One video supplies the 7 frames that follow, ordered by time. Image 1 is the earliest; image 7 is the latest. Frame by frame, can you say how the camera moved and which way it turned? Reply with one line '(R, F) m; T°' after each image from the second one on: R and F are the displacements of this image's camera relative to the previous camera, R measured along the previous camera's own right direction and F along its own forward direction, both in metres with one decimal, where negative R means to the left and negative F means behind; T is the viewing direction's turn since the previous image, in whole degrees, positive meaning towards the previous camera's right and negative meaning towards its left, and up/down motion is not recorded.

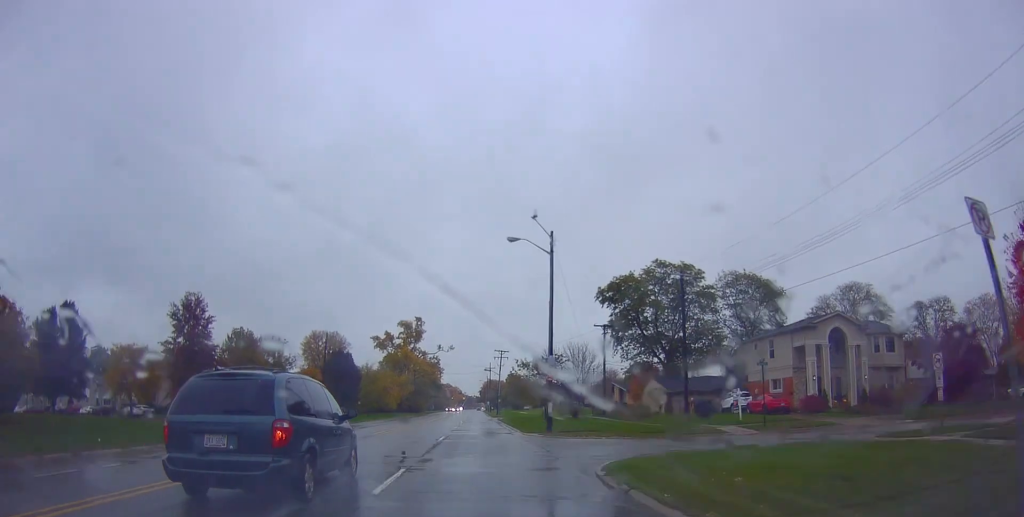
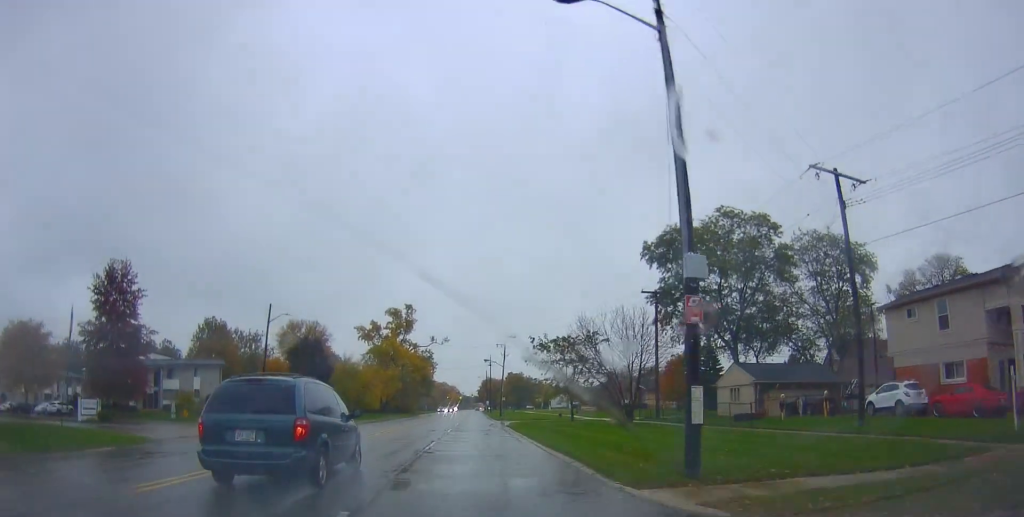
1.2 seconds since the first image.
(+0.2, +20.6) m; -1°
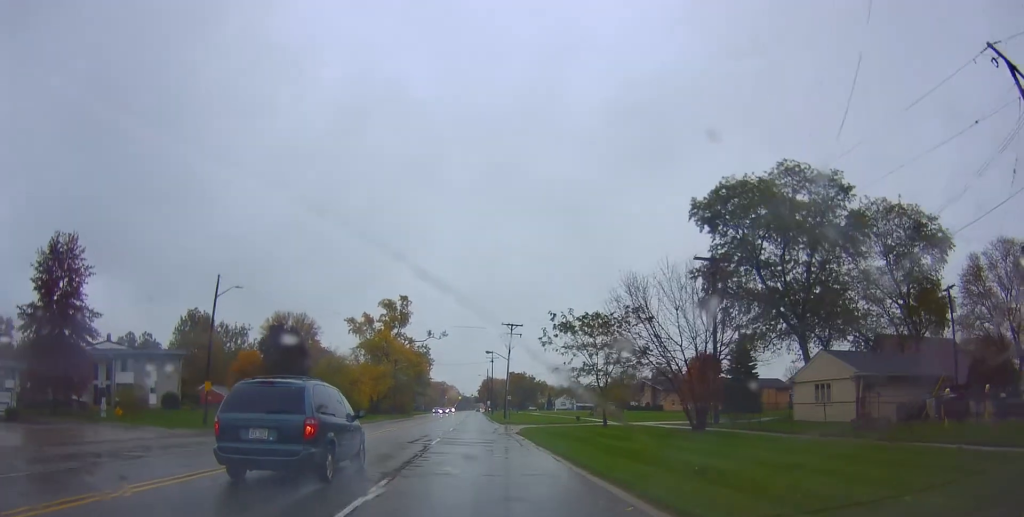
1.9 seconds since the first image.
(-0.4, +11.8) m; +1°
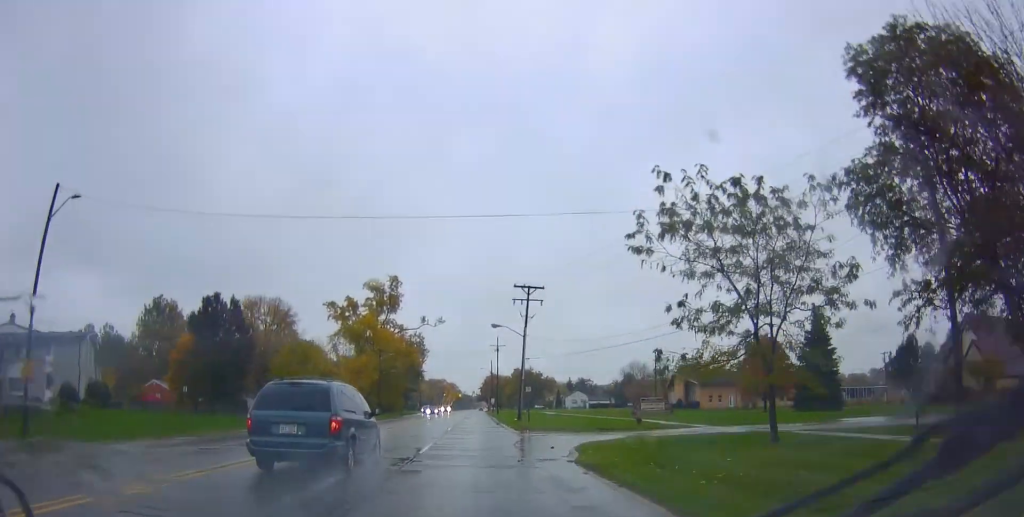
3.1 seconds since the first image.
(+0.8, +20.1) m; +1°
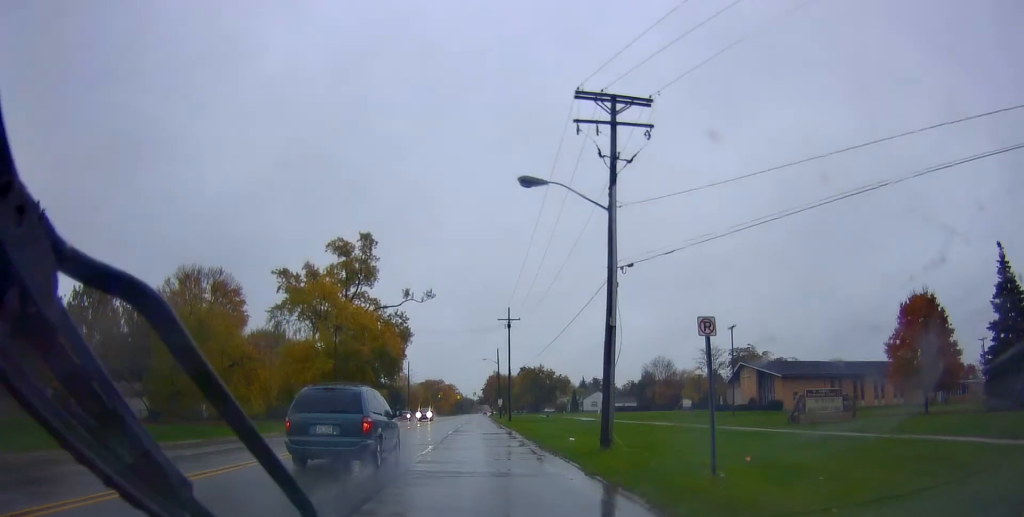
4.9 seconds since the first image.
(-0.9, +30.1) m; -1°
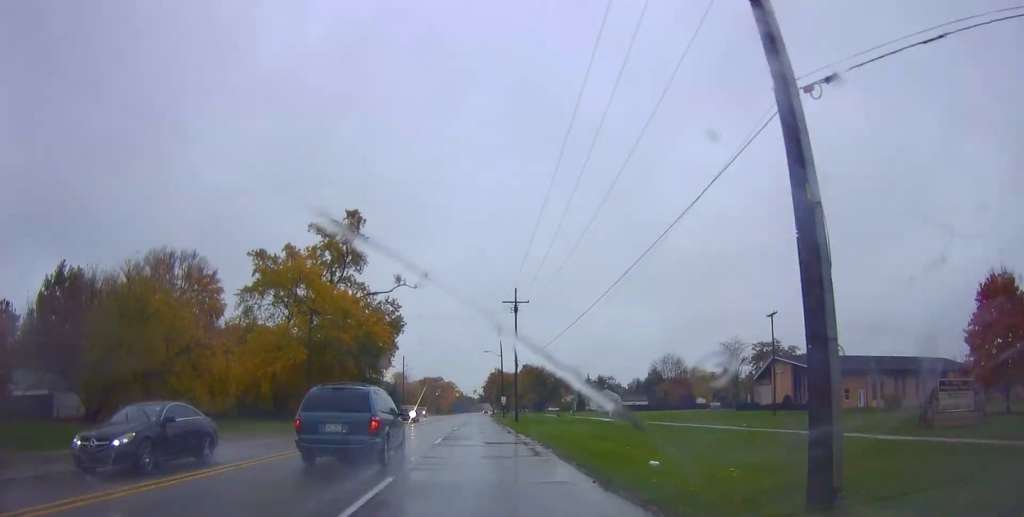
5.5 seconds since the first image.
(+0.1, +10.1) m; 0°
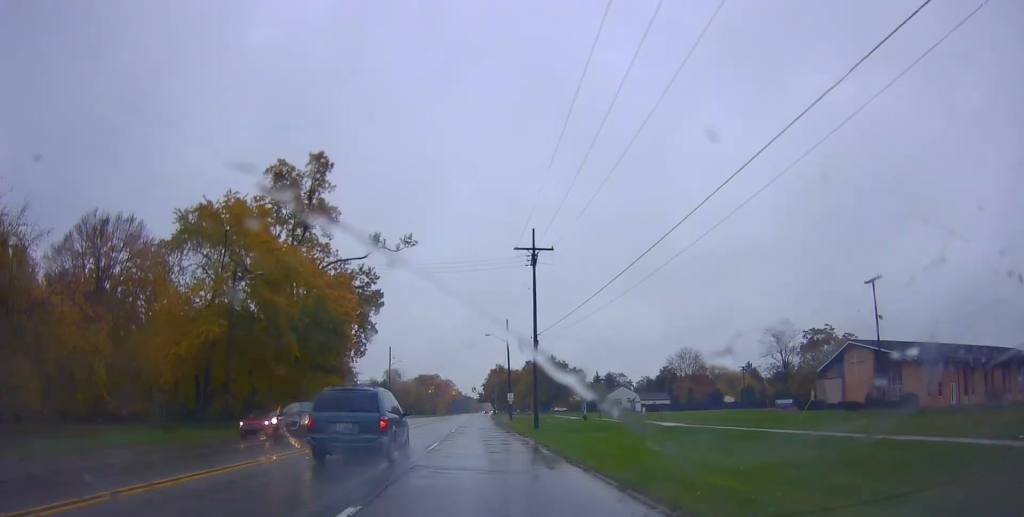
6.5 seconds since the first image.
(-0.2, +17.6) m; -2°
